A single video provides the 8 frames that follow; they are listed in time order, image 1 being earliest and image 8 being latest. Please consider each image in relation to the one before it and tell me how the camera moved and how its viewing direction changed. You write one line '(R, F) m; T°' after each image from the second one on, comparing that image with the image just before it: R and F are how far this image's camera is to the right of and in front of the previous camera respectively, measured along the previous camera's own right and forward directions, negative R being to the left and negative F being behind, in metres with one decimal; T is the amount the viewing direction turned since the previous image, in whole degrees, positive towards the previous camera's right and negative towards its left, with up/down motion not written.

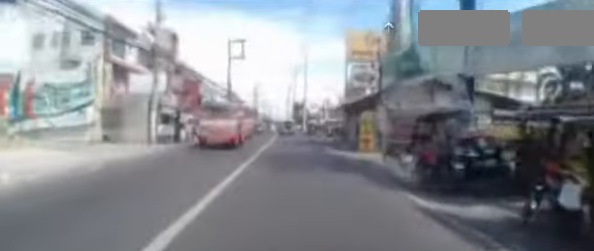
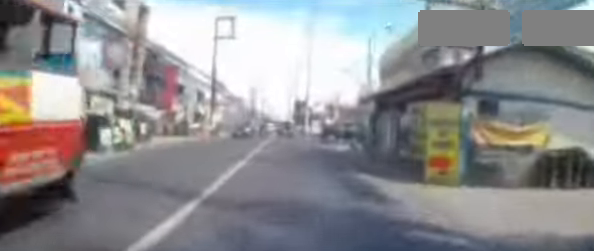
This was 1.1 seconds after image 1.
(+0.4, +9.1) m; +4°
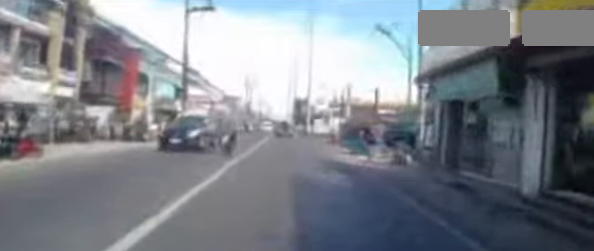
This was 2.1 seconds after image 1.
(+0.1, +8.5) m; -1°
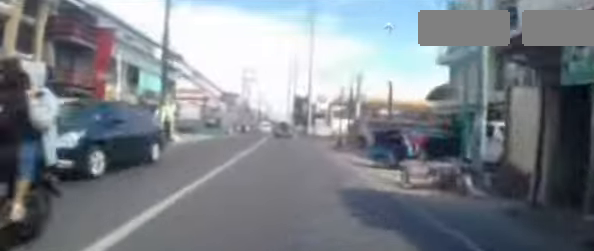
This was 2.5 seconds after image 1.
(0.0, +3.9) m; 0°
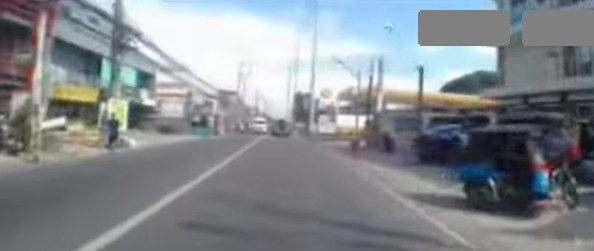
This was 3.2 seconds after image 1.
(-0.2, +6.2) m; +1°
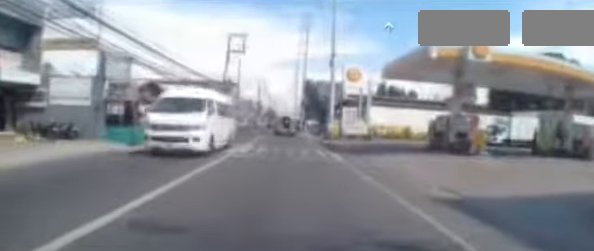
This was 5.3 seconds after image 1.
(+0.7, +17.2) m; -1°
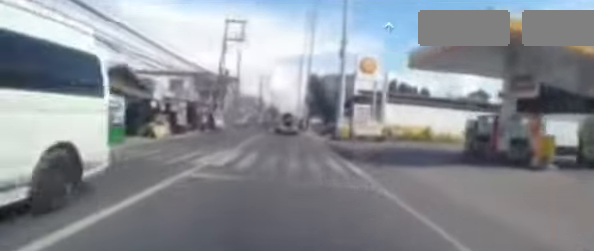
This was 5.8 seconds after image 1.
(-0.2, +4.3) m; -1°
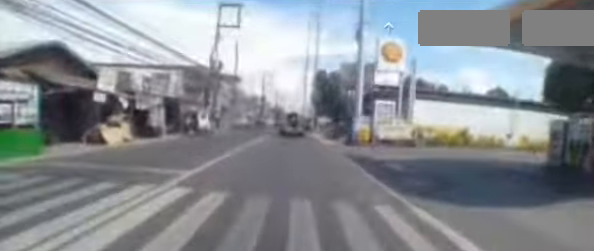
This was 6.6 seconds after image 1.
(-0.2, +5.9) m; +1°
